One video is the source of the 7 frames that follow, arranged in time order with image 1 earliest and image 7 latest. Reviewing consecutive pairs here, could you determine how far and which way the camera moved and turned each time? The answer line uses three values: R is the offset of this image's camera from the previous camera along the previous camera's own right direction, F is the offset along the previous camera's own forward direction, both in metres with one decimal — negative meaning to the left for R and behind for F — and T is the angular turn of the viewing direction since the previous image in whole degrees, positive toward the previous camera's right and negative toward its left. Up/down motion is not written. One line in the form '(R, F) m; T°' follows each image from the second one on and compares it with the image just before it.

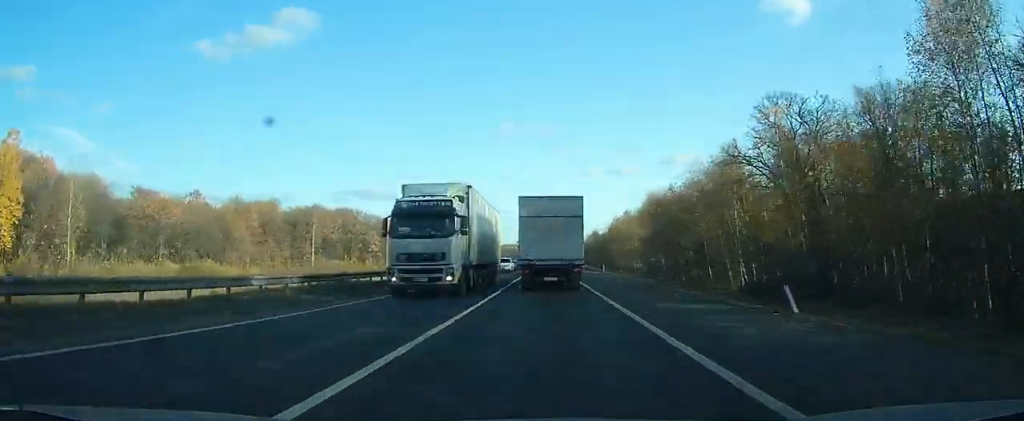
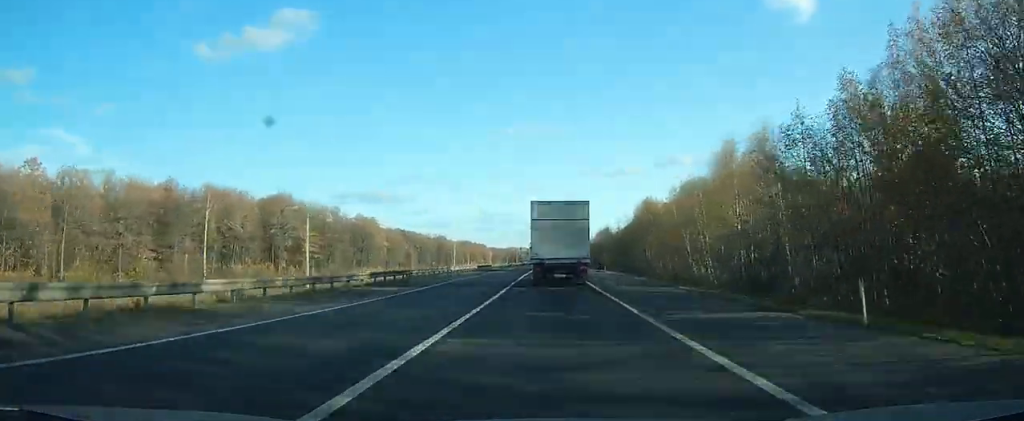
(0.0, +51.1) m; 0°
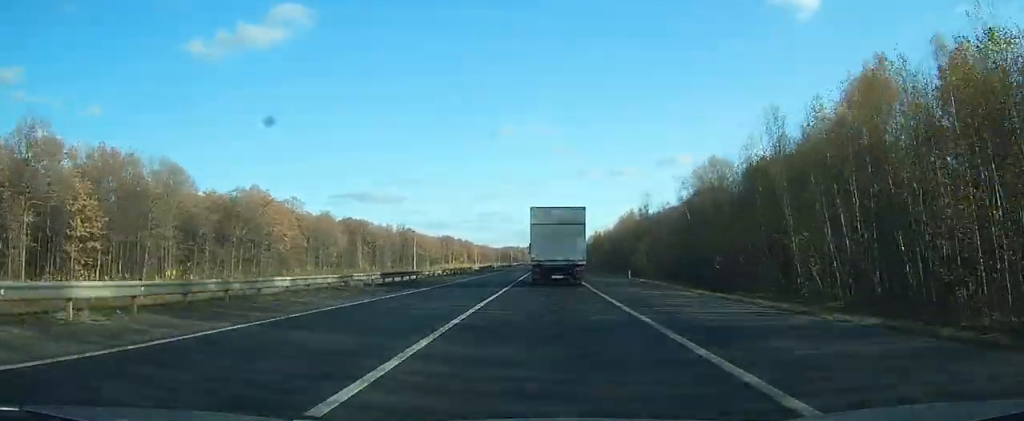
(+0.1, +74.7) m; 0°
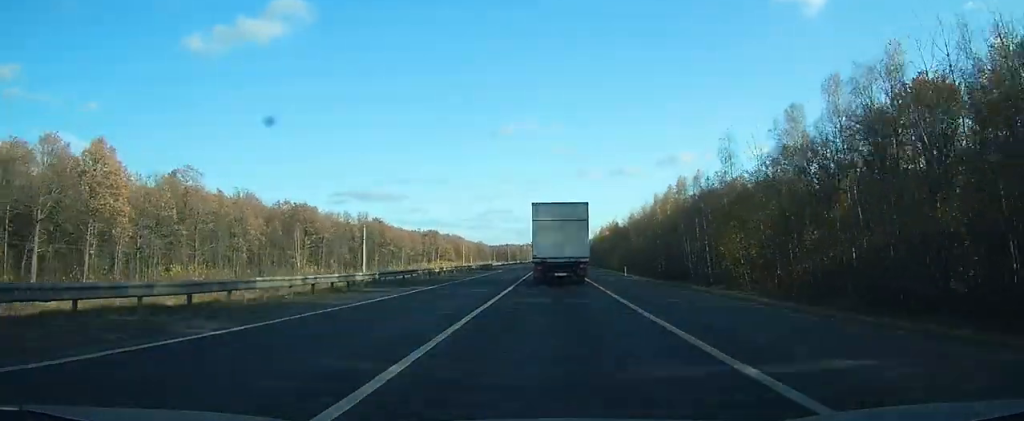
(0.0, +48.3) m; 0°
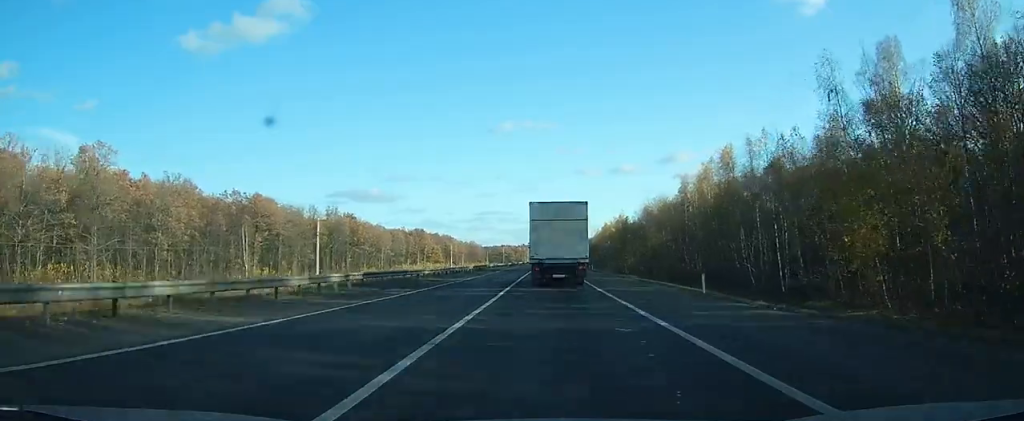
(0.0, +23.0) m; 0°
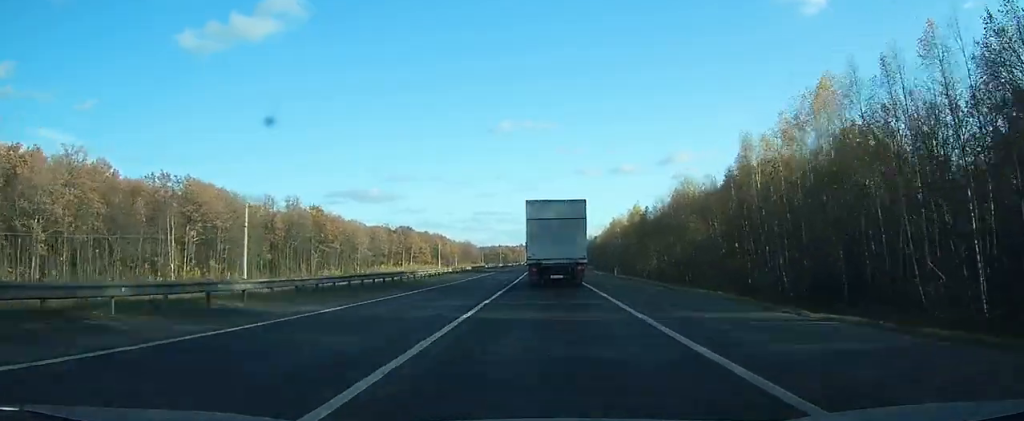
(+0.1, +24.6) m; 0°
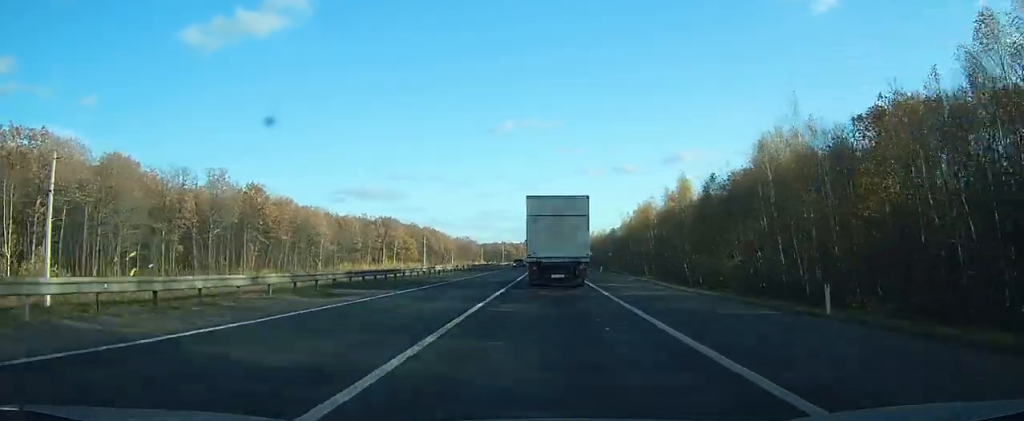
(0.0, +35.8) m; 0°
